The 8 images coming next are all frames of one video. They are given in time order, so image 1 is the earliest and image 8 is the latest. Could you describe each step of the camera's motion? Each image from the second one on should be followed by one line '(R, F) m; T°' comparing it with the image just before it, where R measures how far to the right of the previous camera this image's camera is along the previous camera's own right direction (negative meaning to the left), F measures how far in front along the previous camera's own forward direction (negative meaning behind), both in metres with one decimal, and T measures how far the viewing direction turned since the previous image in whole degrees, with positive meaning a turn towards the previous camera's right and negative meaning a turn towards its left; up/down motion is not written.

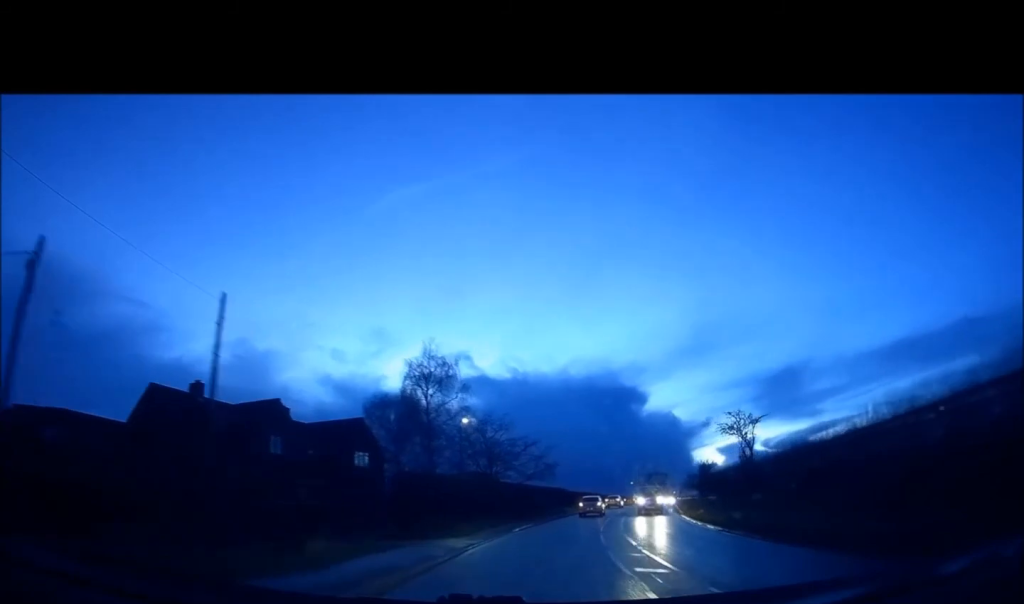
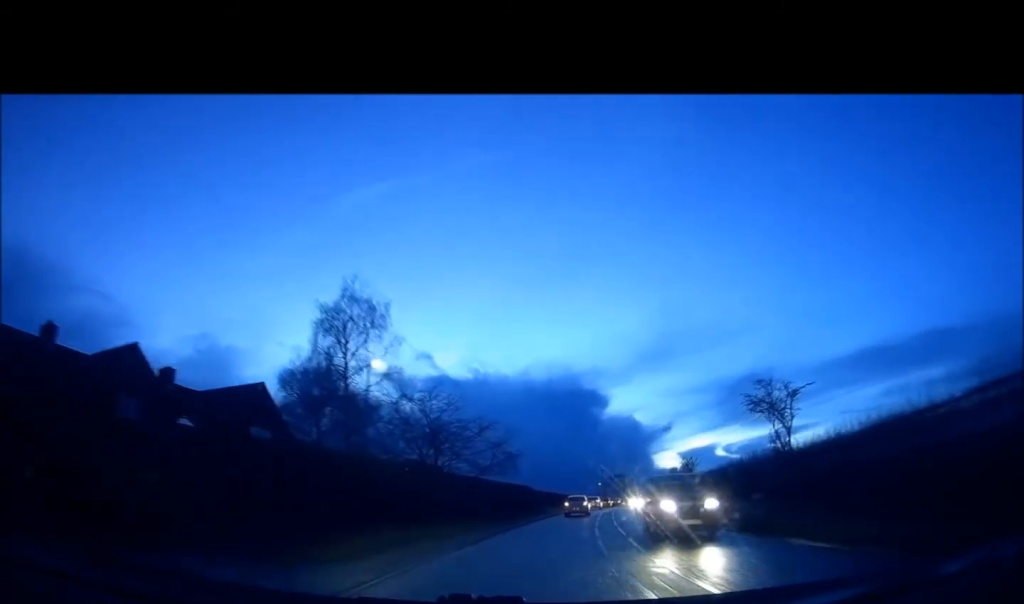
(+0.4, +9.7) m; +4°
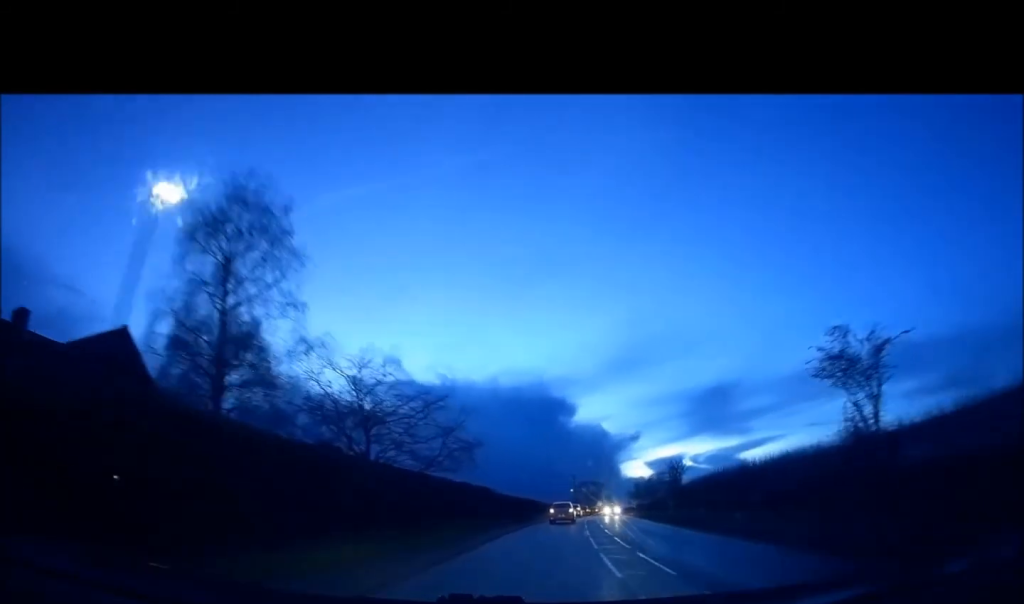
(+0.4, +9.1) m; +2°
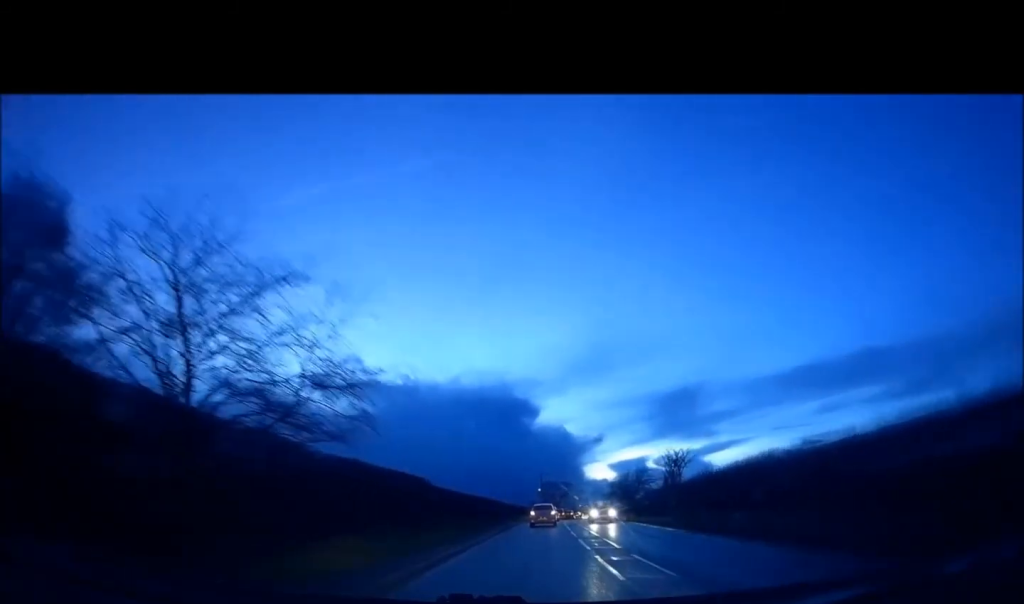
(+0.1, +12.6) m; +3°
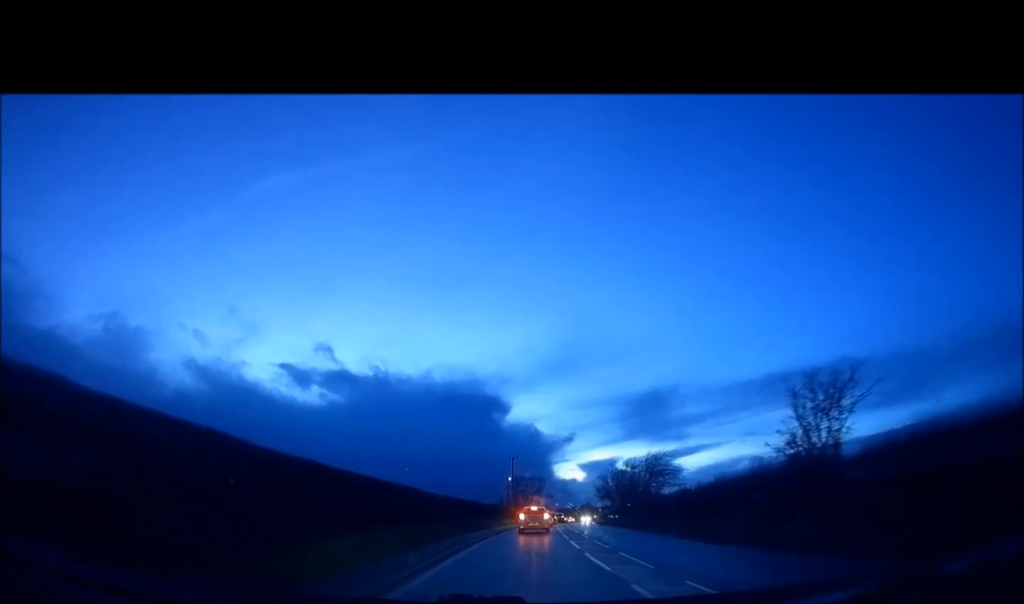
(+2.1, +28.1) m; +6°
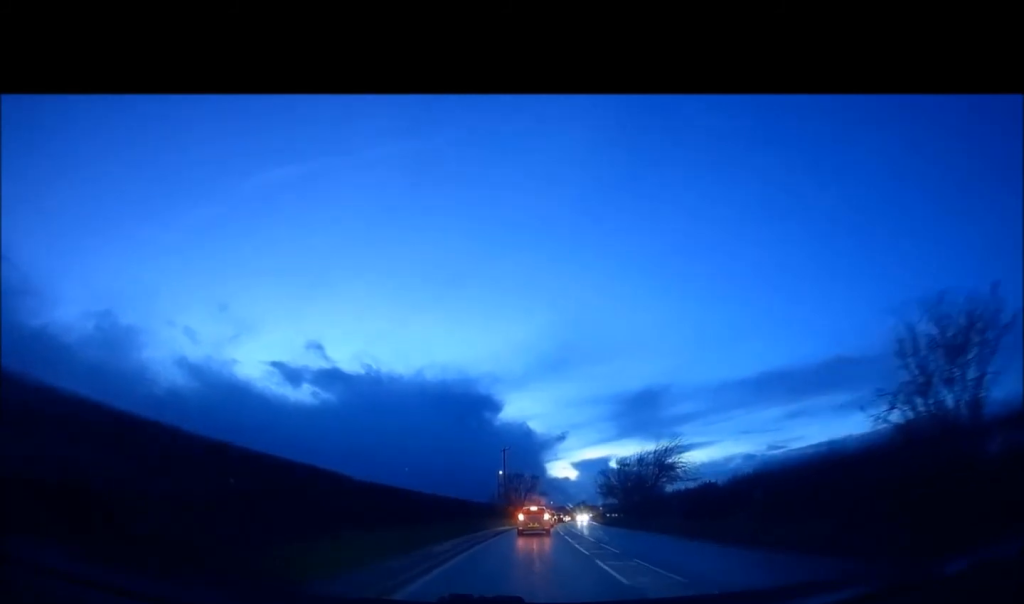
(0.0, +8.0) m; 0°
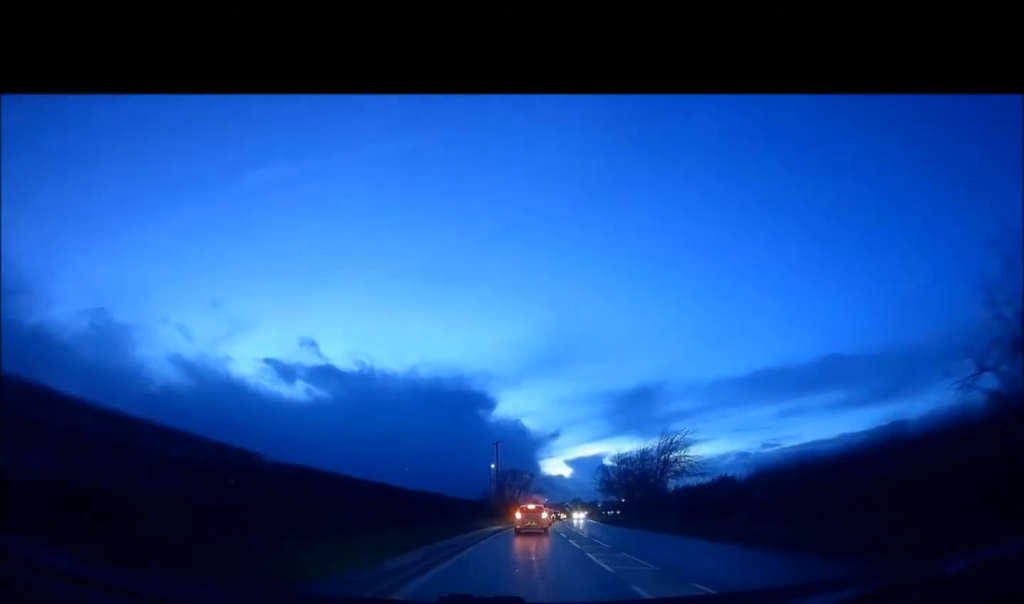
(0.0, +4.4) m; 0°
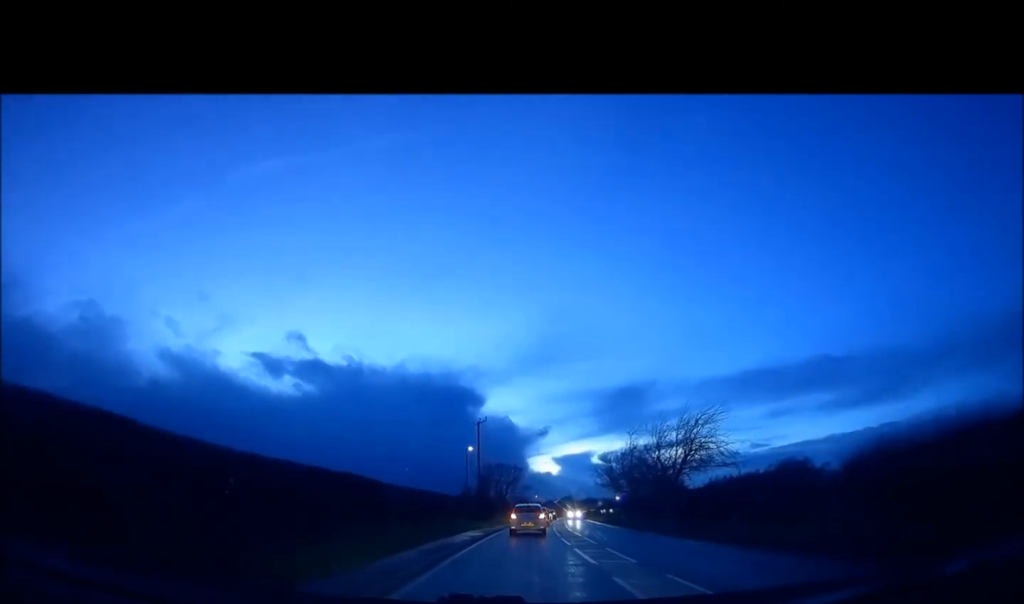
(-0.1, +11.1) m; 0°
